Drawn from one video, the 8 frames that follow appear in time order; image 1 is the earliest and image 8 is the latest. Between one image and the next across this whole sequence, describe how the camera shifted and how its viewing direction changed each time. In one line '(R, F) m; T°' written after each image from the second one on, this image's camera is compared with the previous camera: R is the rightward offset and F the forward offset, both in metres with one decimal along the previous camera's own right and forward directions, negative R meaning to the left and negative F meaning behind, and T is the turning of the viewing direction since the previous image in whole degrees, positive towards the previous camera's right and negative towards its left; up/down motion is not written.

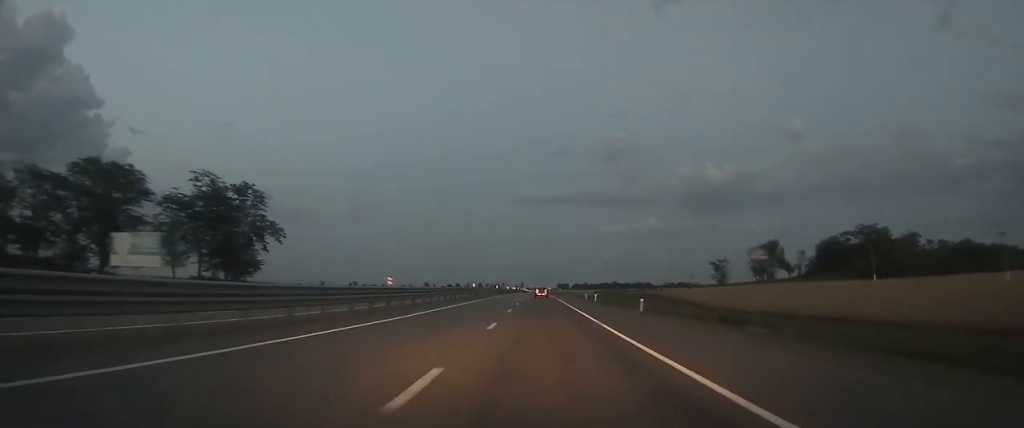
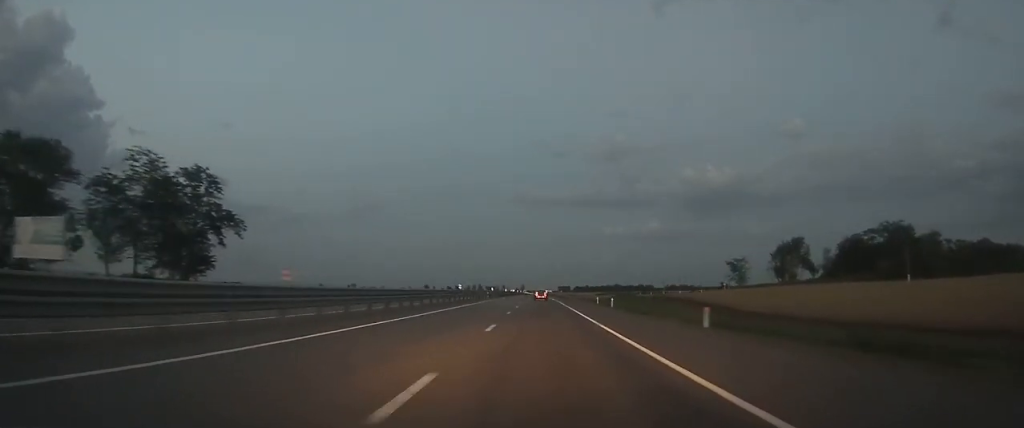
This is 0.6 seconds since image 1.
(-0.1, +12.3) m; 0°
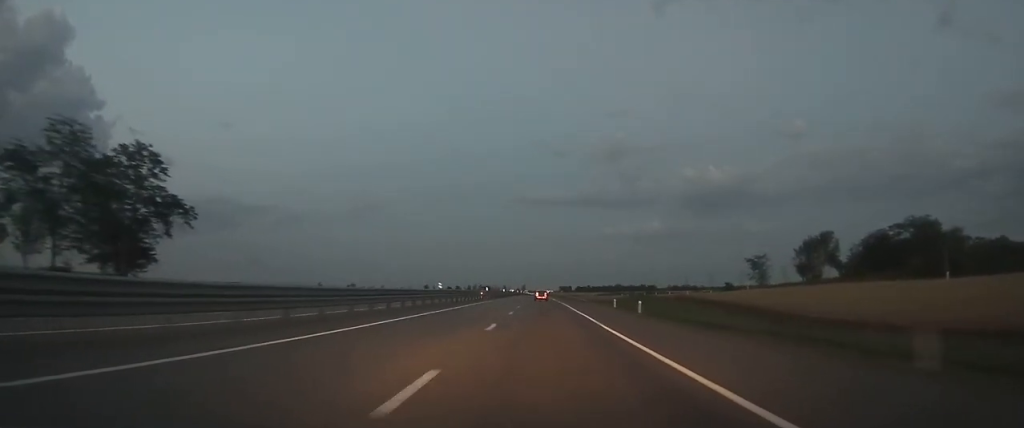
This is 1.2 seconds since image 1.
(0.0, +11.7) m; 0°
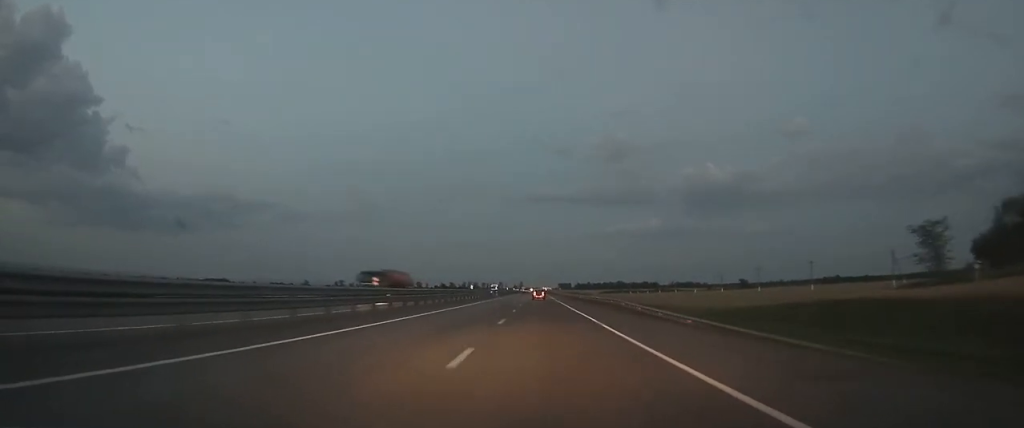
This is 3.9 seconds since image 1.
(0.0, +56.2) m; 0°
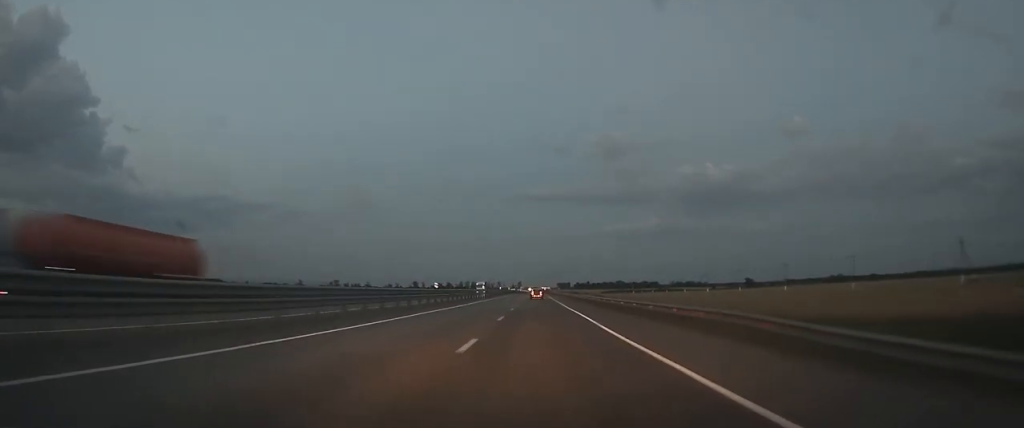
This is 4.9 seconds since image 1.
(+0.1, +21.8) m; 0°
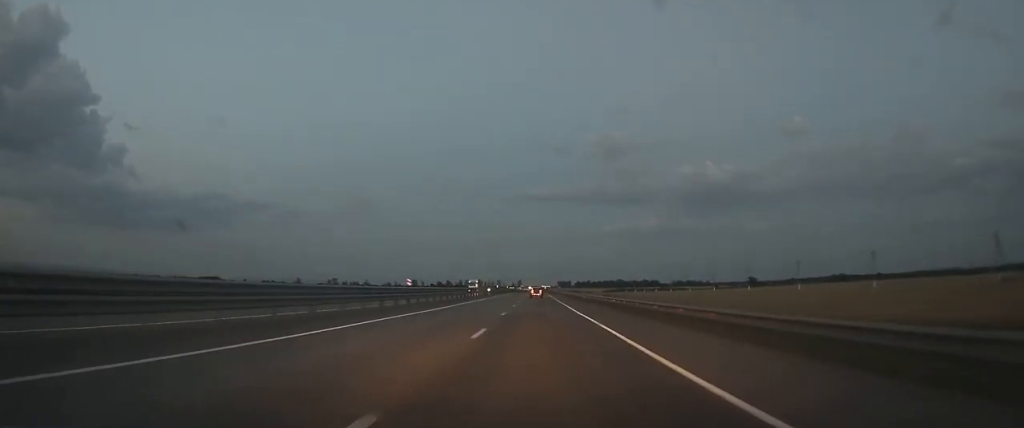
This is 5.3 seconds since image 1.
(0.0, +9.2) m; 0°
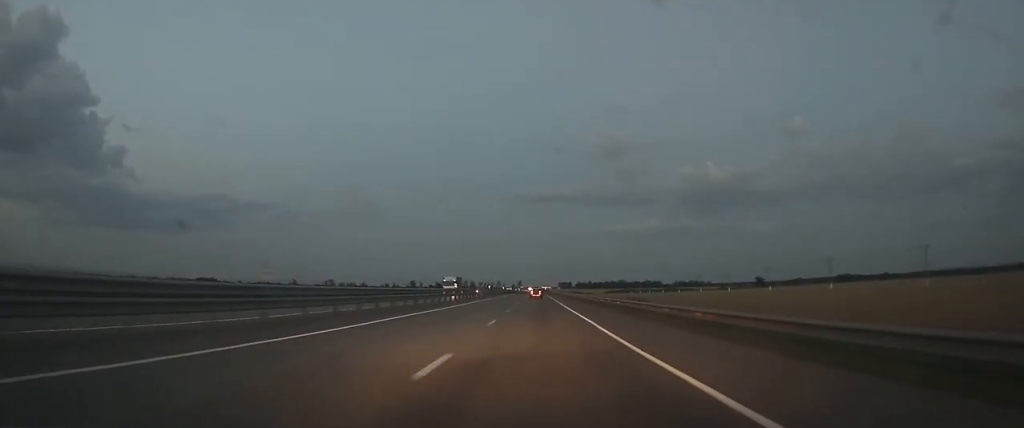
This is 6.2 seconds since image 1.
(-0.1, +18.3) m; 0°
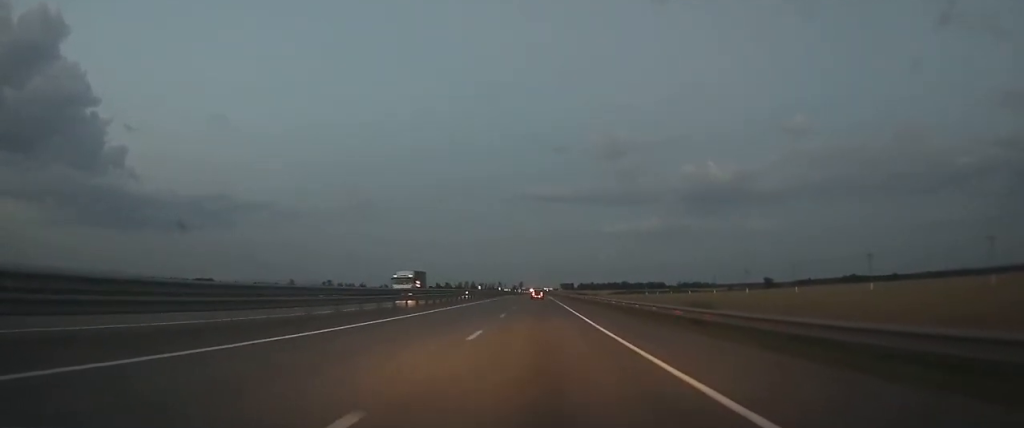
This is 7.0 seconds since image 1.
(0.0, +17.7) m; 0°
